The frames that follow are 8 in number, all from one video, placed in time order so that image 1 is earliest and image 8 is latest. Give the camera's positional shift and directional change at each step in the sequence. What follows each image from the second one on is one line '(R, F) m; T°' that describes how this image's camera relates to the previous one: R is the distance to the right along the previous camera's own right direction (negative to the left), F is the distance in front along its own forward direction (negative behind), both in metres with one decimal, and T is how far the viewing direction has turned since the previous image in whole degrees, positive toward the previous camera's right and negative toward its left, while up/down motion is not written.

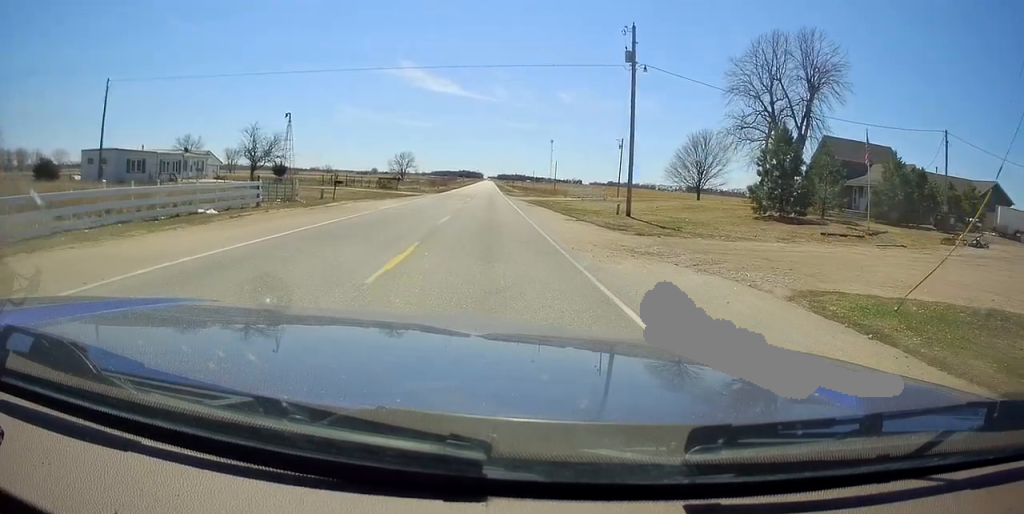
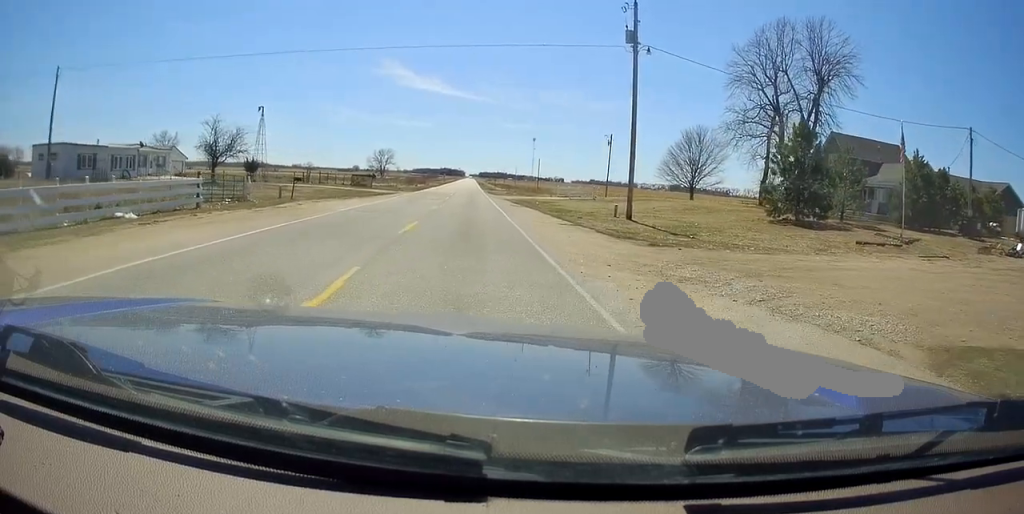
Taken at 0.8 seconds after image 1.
(-0.1, +4.7) m; +8°
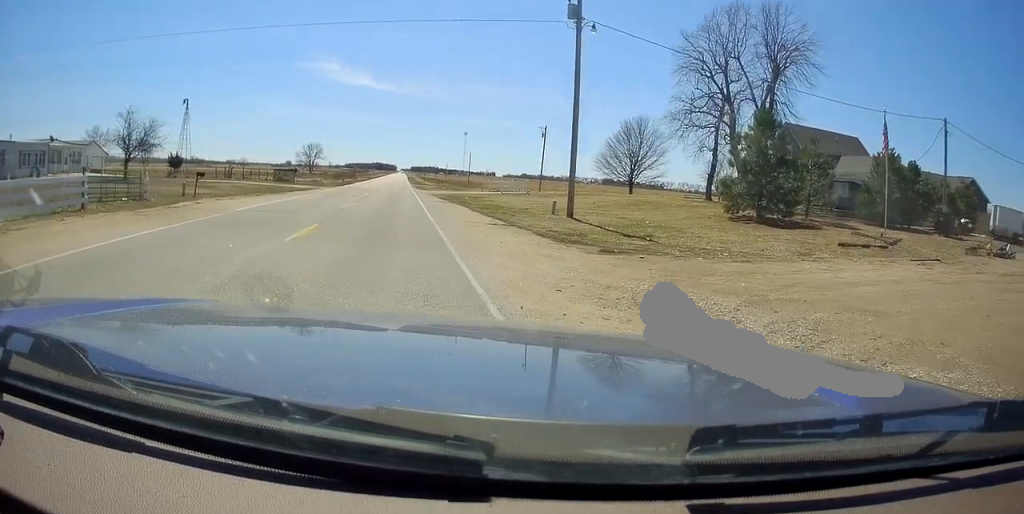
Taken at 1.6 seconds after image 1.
(+0.7, +3.6) m; +8°
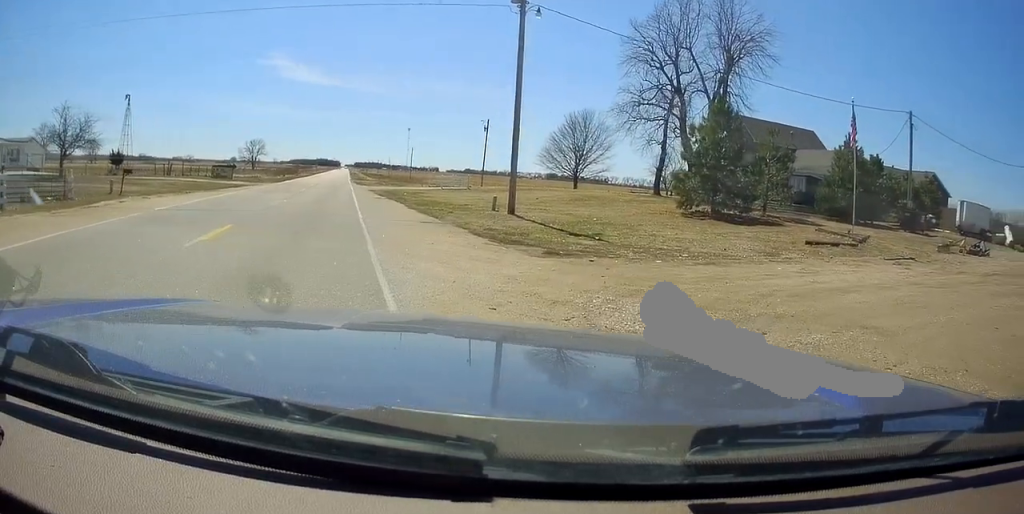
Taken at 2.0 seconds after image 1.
(+0.1, +1.7) m; +5°
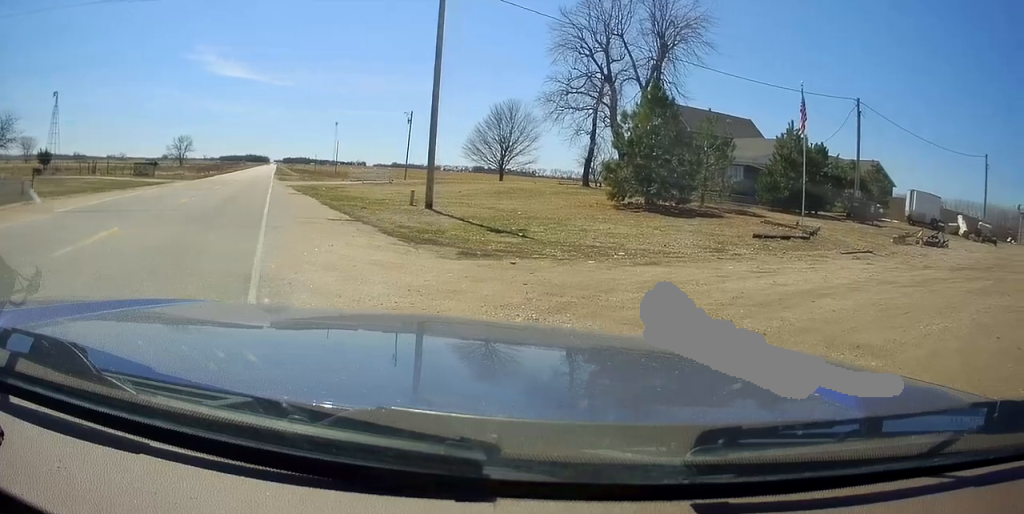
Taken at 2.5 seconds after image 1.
(-0.1, +1.7) m; +5°
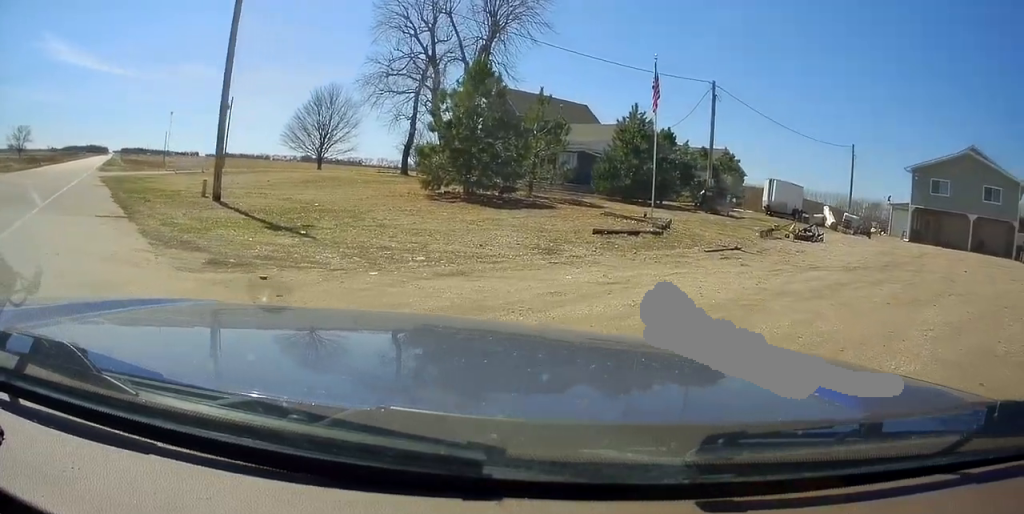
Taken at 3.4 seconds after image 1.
(+0.5, +3.3) m; +17°
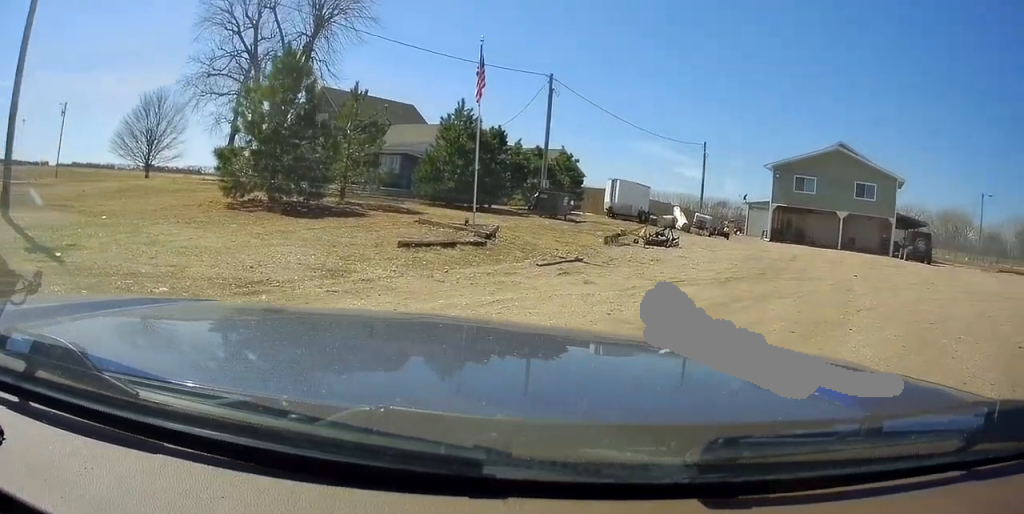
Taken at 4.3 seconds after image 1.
(+0.5, +2.8) m; +19°
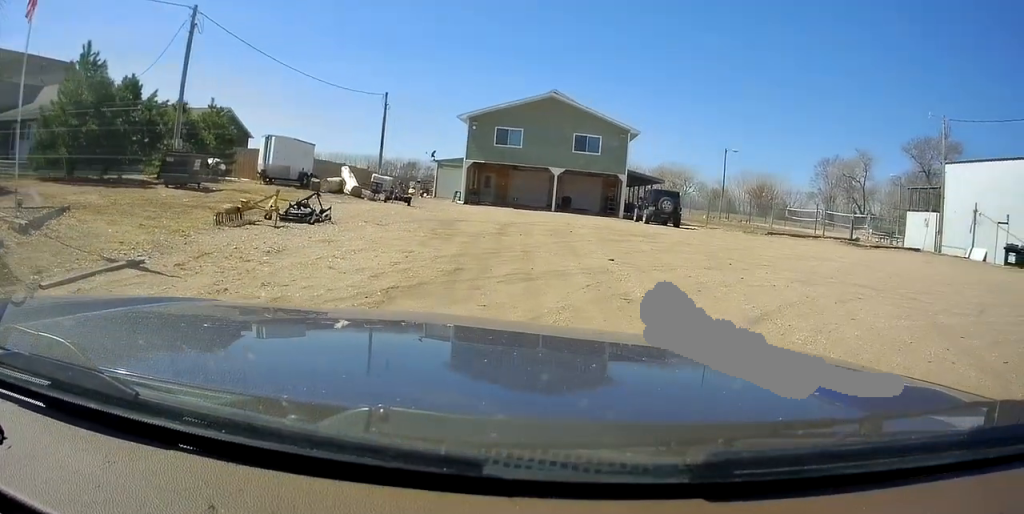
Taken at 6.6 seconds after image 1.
(+2.1, +6.1) m; +26°
